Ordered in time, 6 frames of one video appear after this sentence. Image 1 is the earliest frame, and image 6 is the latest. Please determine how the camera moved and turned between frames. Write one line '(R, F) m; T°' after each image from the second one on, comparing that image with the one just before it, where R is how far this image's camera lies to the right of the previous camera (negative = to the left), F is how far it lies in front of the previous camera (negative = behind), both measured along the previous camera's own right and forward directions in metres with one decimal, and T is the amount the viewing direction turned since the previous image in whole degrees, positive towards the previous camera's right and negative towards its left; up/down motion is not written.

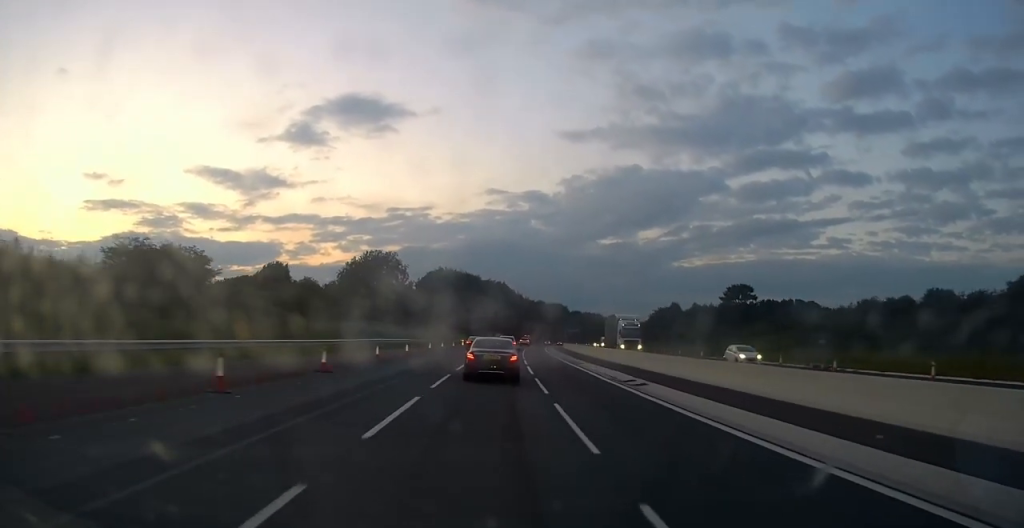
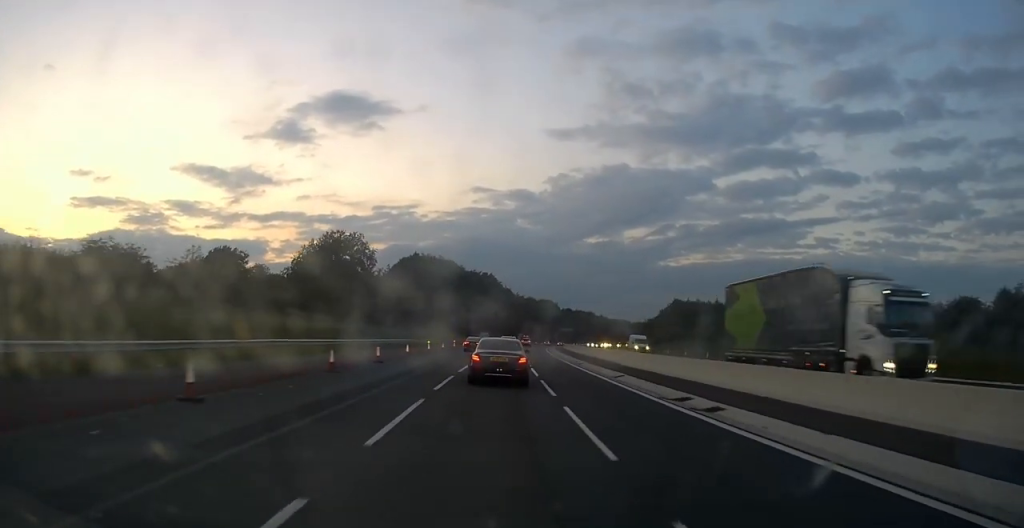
(+0.5, +28.2) m; +1°
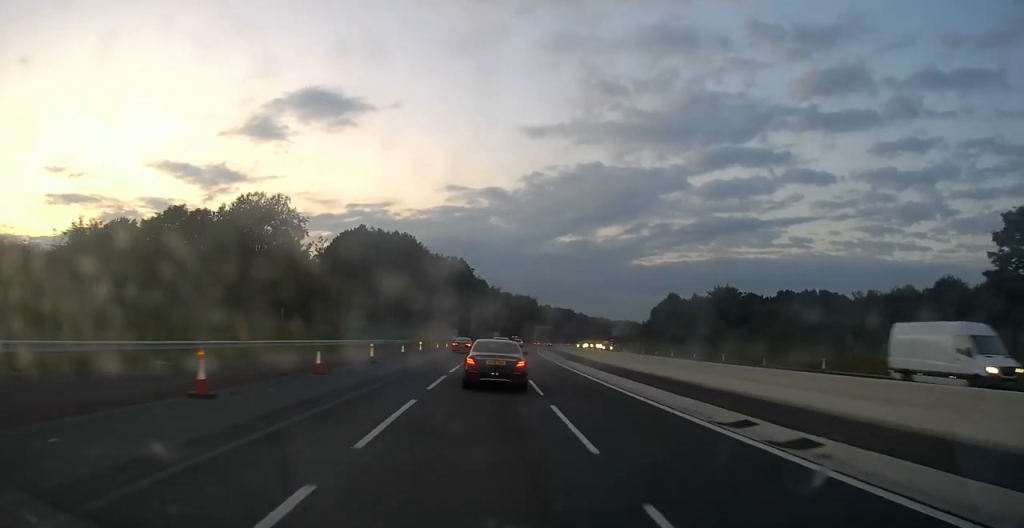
(+0.2, +36.0) m; +1°
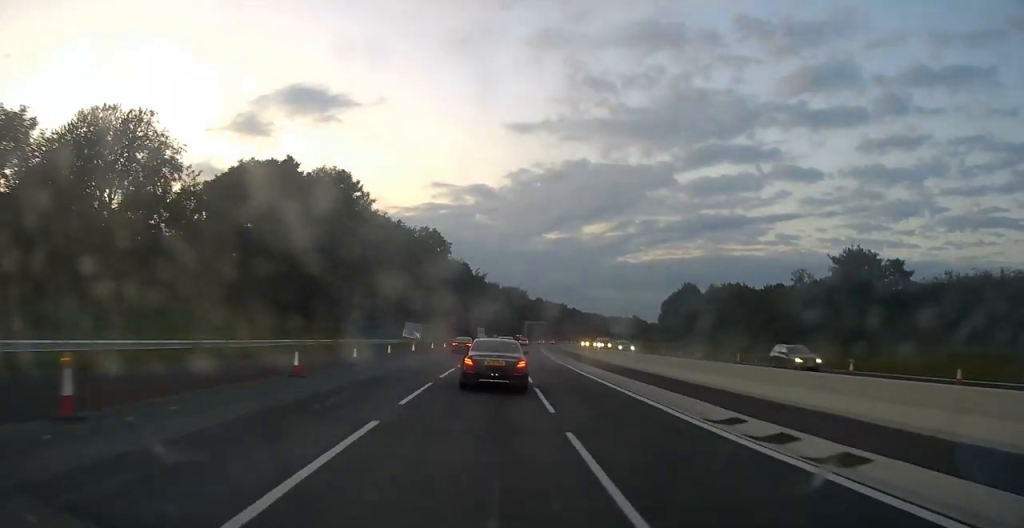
(+1.0, +41.0) m; +2°
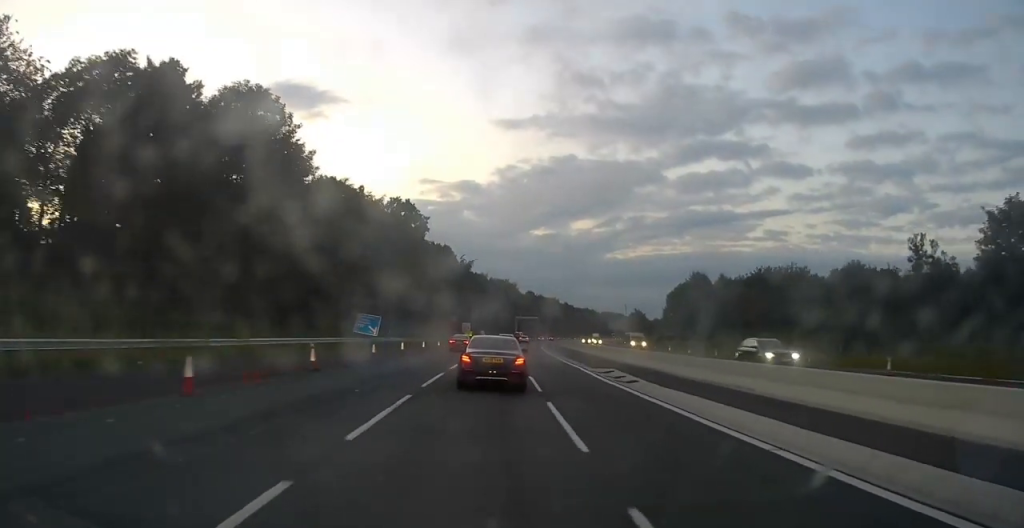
(-0.1, +23.0) m; 0°
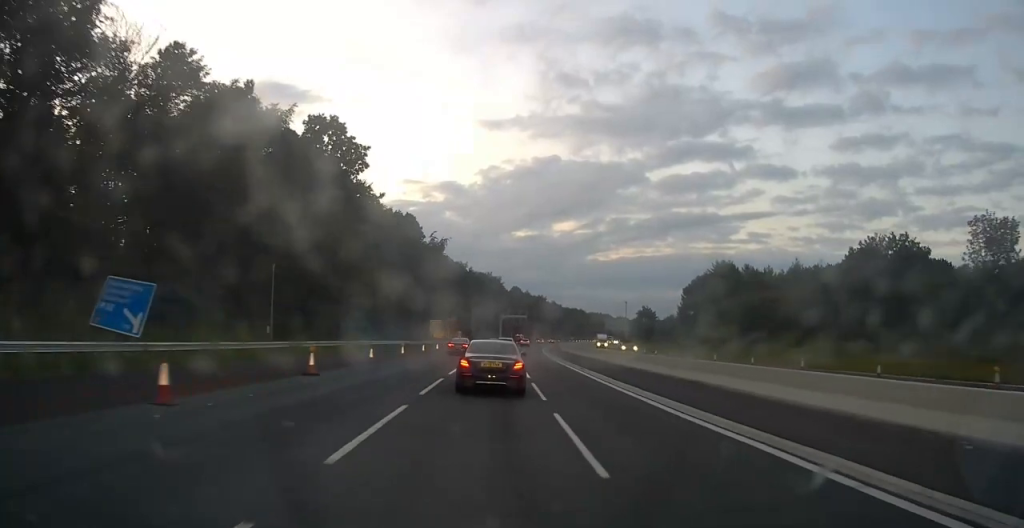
(+0.4, +37.8) m; +1°
